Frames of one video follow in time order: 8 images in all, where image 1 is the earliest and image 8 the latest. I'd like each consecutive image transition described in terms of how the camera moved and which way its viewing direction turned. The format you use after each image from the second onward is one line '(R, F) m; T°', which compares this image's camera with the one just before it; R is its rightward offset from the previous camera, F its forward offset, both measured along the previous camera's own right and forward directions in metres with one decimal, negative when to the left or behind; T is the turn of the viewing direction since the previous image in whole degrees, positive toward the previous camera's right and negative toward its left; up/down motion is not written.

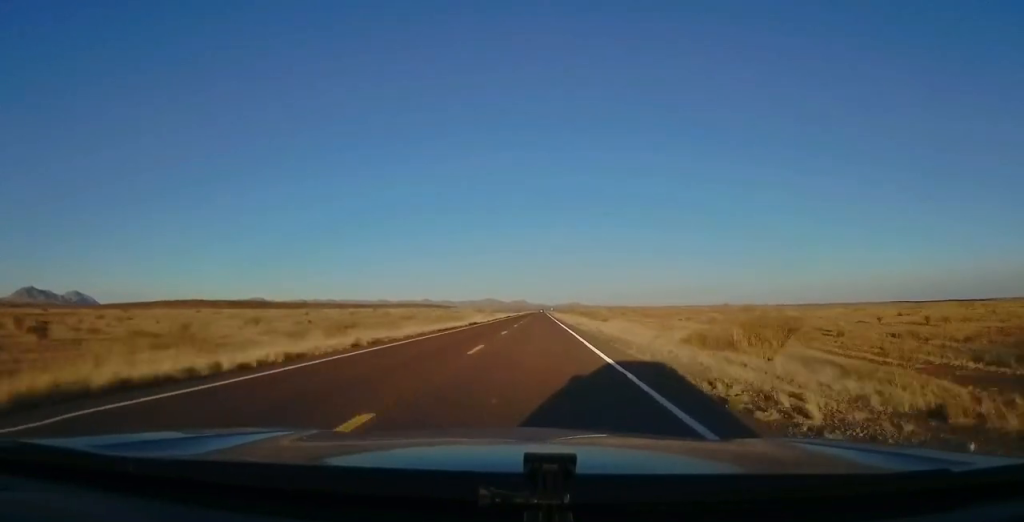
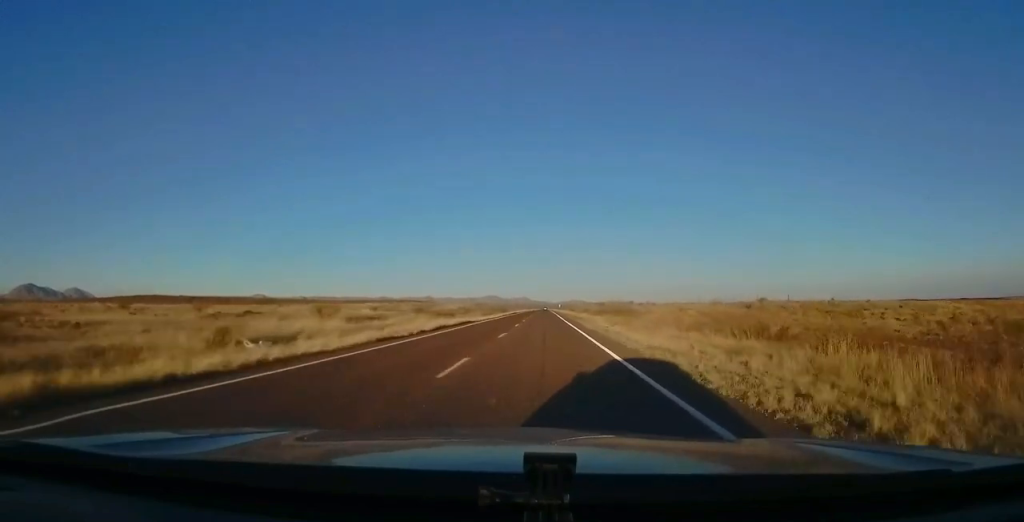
(+0.4, +101.3) m; 0°
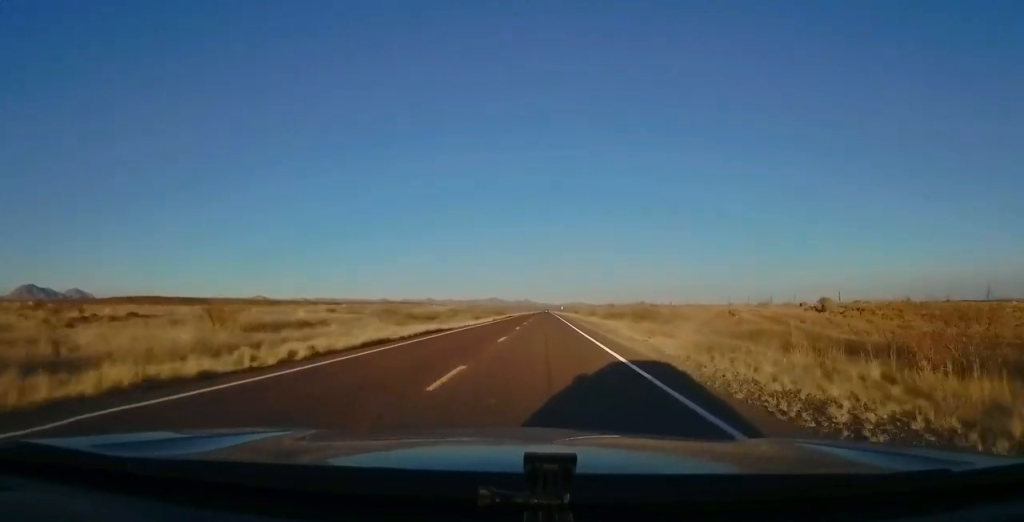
(-0.1, +13.5) m; 0°
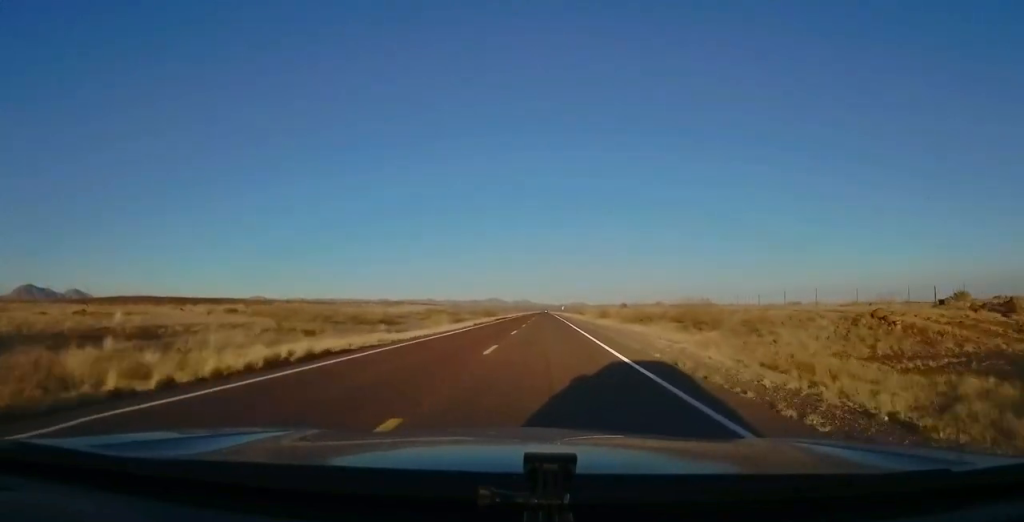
(-0.1, +17.4) m; 0°
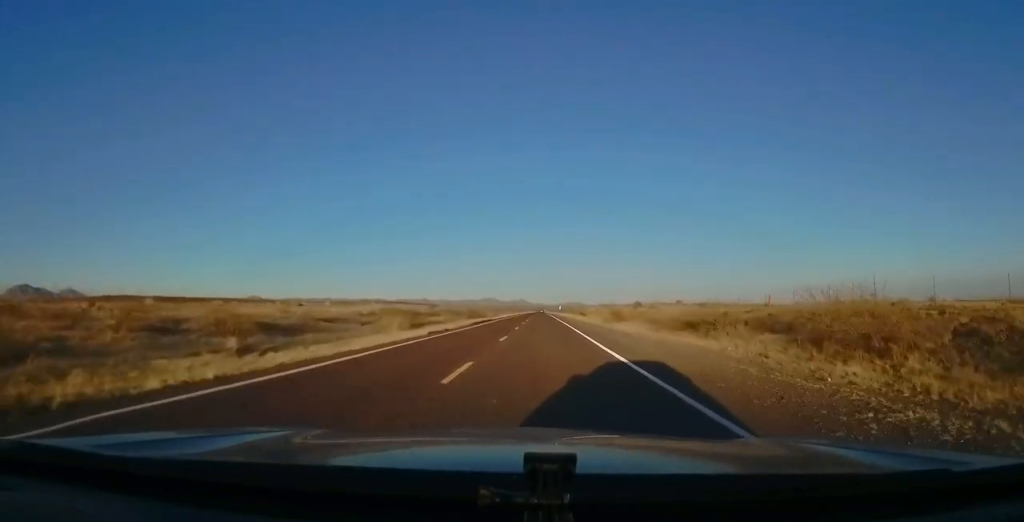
(0.0, +17.4) m; 0°
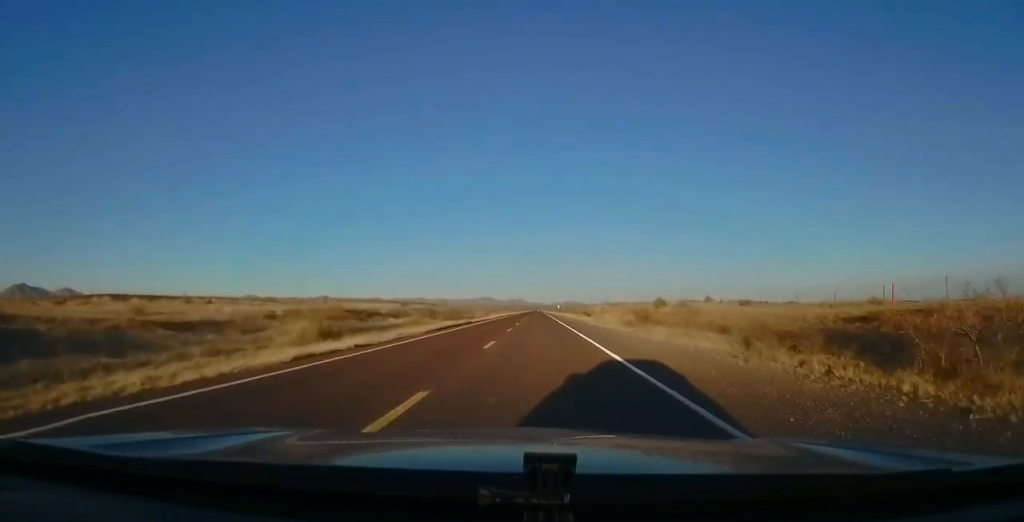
(0.0, +16.4) m; +1°
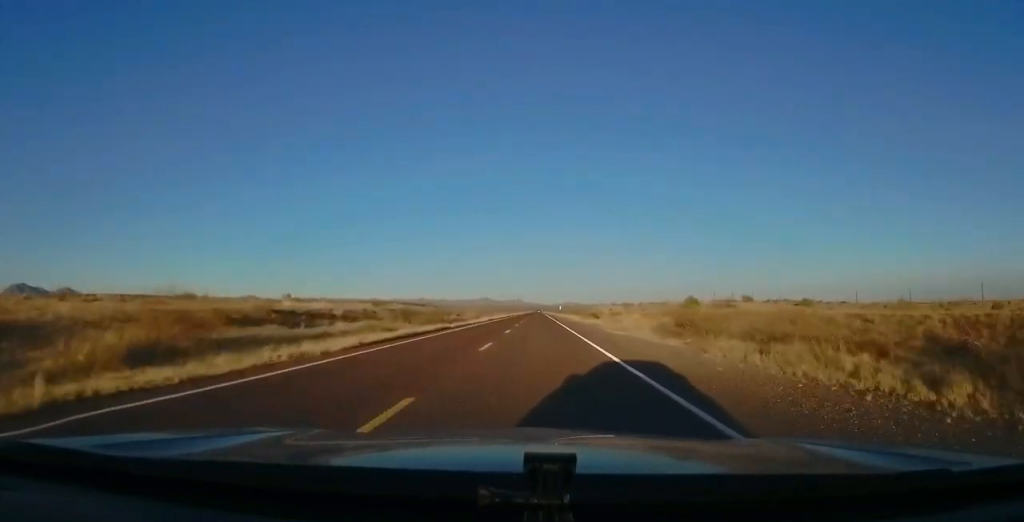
(-0.2, +12.5) m; +1°
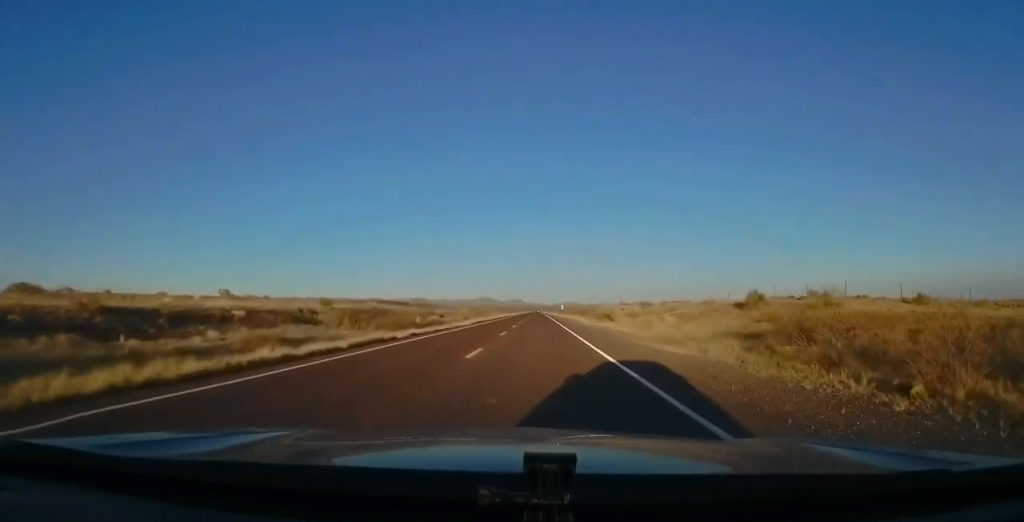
(+0.3, +14.5) m; +1°
